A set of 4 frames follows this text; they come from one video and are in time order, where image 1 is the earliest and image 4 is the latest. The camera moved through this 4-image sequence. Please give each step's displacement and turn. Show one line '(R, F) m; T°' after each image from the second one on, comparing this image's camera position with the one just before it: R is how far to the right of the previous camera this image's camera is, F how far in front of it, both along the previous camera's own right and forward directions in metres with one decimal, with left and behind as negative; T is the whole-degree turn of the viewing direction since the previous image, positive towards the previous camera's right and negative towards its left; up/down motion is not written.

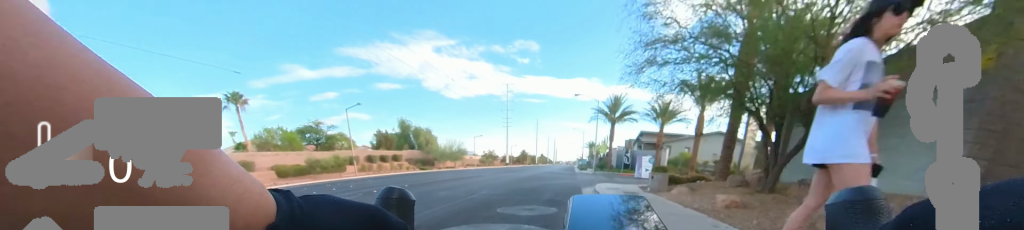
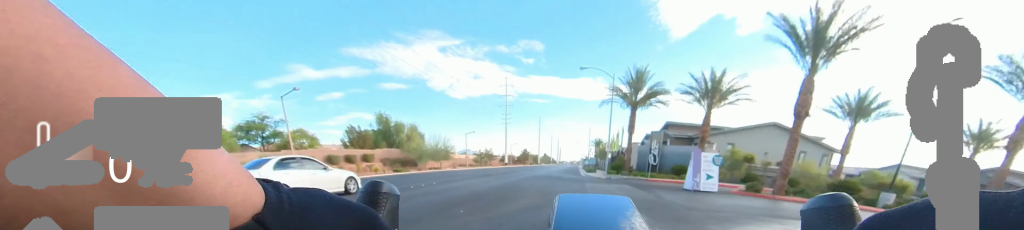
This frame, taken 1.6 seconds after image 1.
(0.0, +10.7) m; 0°
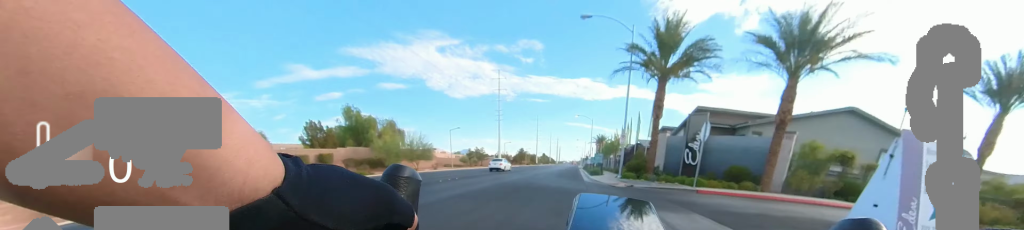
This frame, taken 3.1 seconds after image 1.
(0.0, +9.9) m; 0°
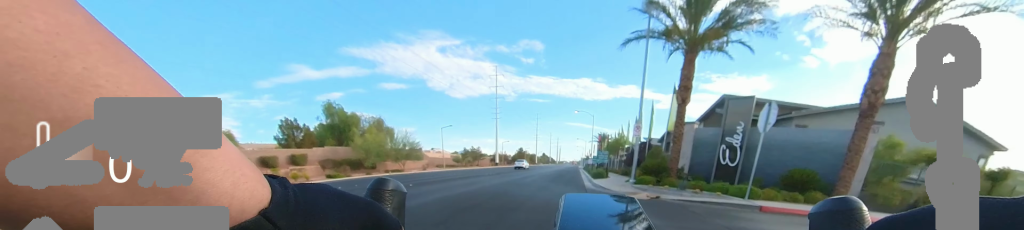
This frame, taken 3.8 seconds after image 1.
(0.0, +5.2) m; 0°
